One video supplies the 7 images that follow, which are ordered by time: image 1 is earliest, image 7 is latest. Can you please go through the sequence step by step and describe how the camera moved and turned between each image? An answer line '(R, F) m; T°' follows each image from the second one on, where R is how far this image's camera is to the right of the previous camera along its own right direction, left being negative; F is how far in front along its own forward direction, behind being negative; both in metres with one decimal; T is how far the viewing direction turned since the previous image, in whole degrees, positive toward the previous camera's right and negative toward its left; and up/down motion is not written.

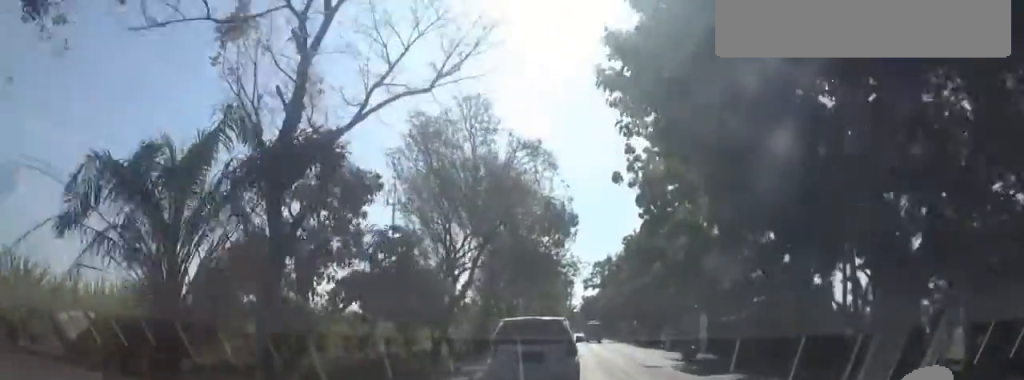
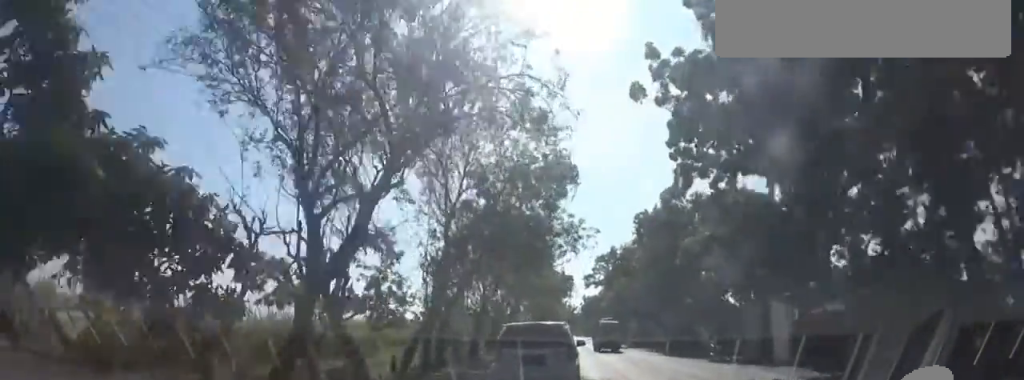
(0.0, +10.5) m; 0°
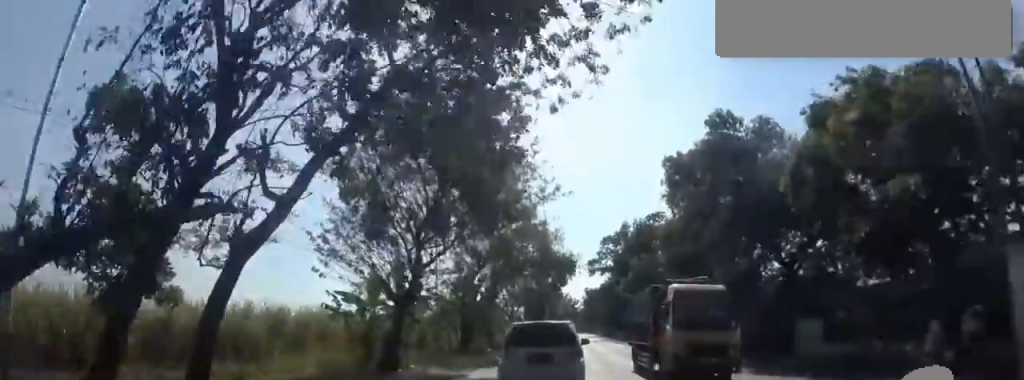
(+0.1, +13.4) m; -1°
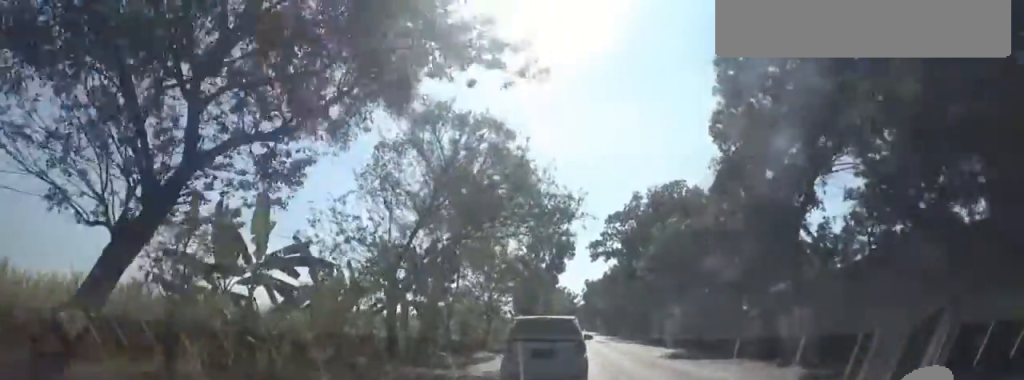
(-0.2, +11.2) m; -1°
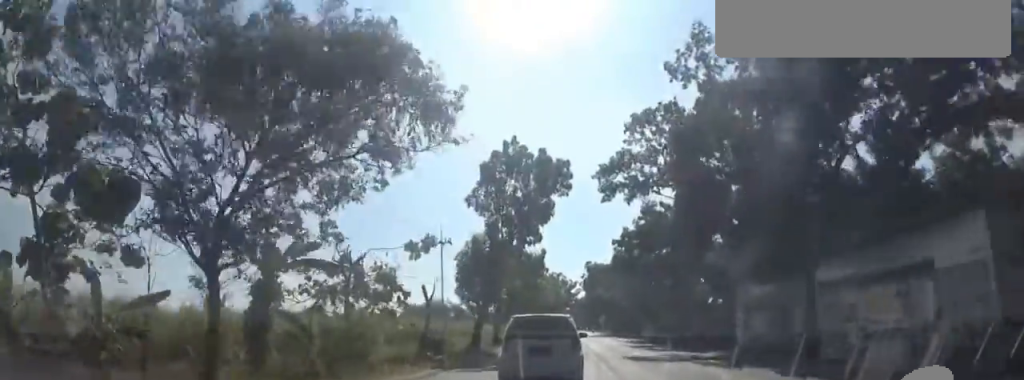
(-0.1, +26.8) m; +1°
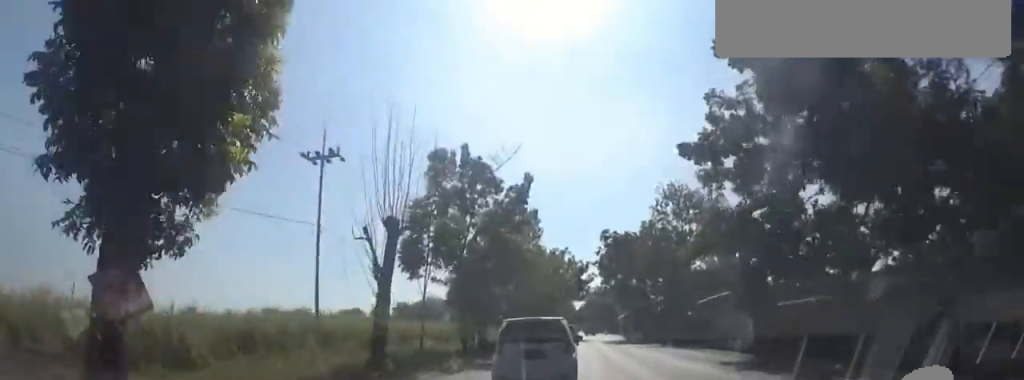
(+0.4, +25.3) m; +1°
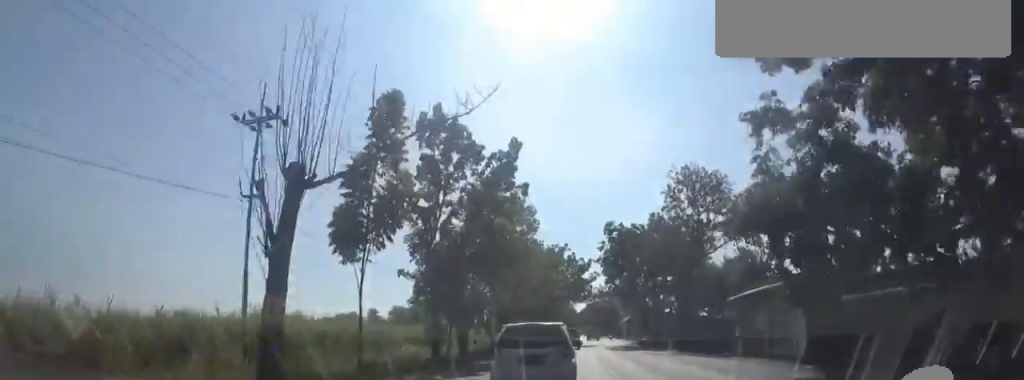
(0.0, +5.4) m; 0°
